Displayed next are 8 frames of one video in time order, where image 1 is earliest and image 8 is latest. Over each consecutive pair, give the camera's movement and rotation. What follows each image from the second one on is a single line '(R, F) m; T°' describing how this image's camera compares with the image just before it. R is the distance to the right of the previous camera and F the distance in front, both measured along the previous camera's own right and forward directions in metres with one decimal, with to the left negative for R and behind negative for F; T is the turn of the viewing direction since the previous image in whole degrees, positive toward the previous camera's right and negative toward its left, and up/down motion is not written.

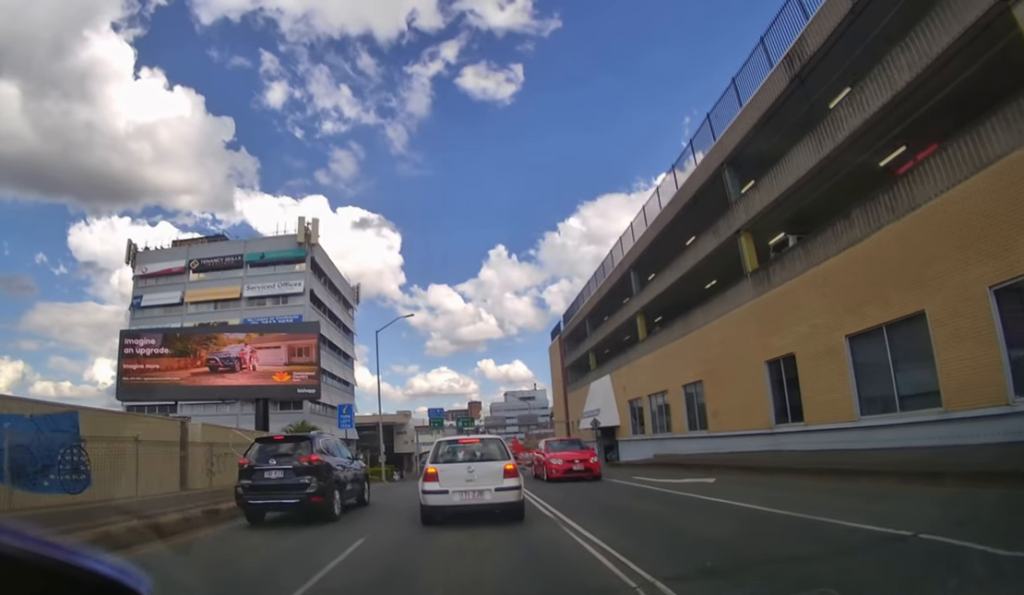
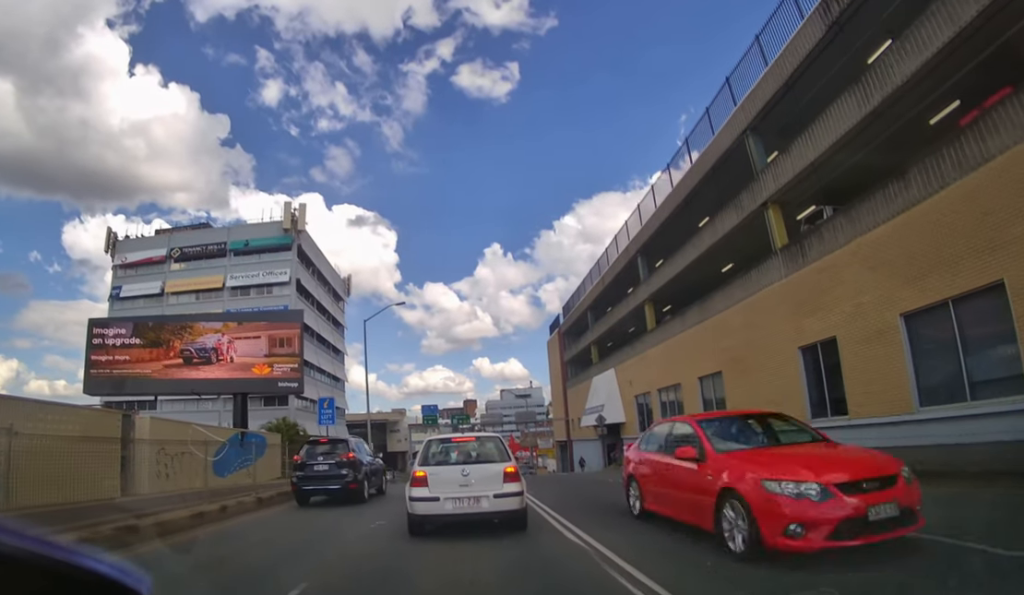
(0.0, +2.3) m; +1°
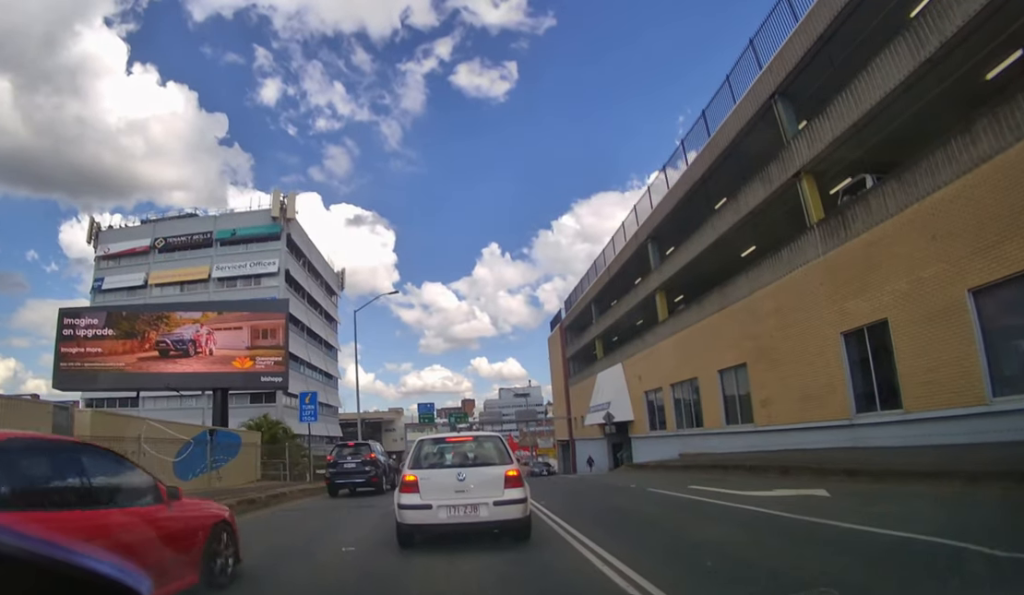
(+0.1, +2.6) m; +2°
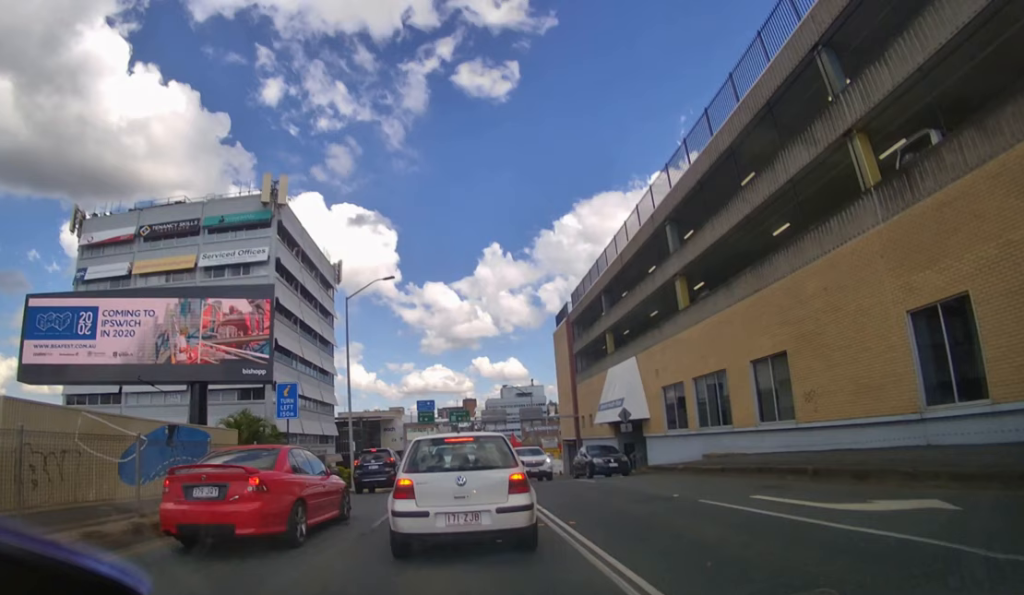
(0.0, +3.3) m; -2°
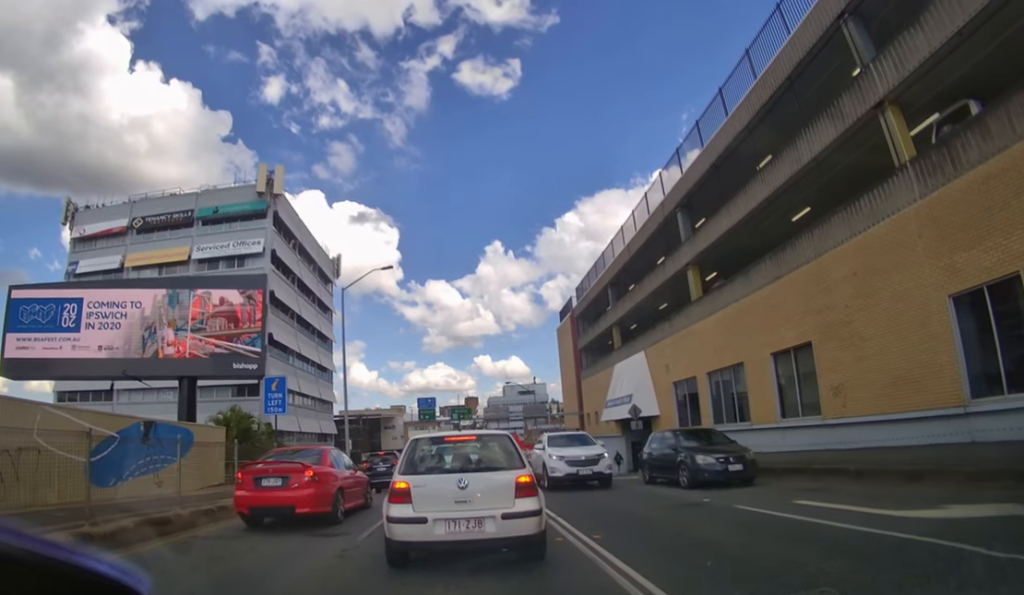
(0.0, +1.7) m; -2°
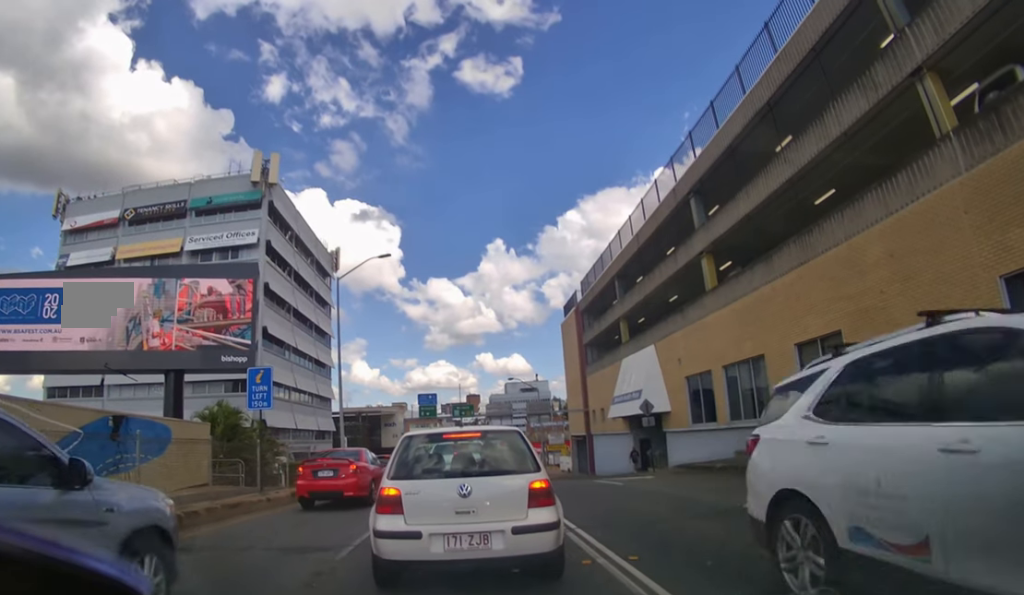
(-0.1, +1.3) m; 0°
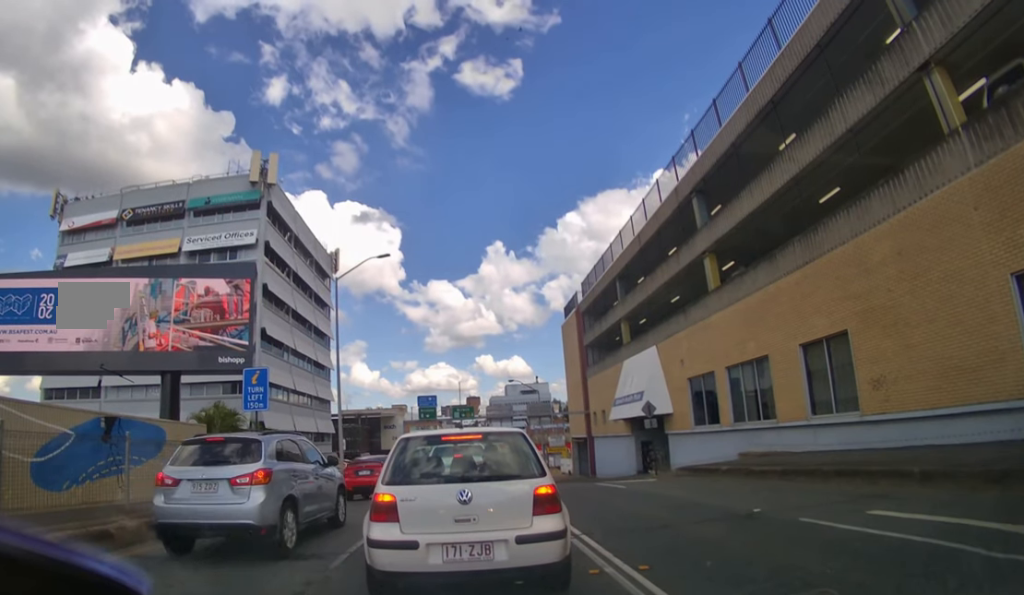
(0.0, +0.5) m; 0°
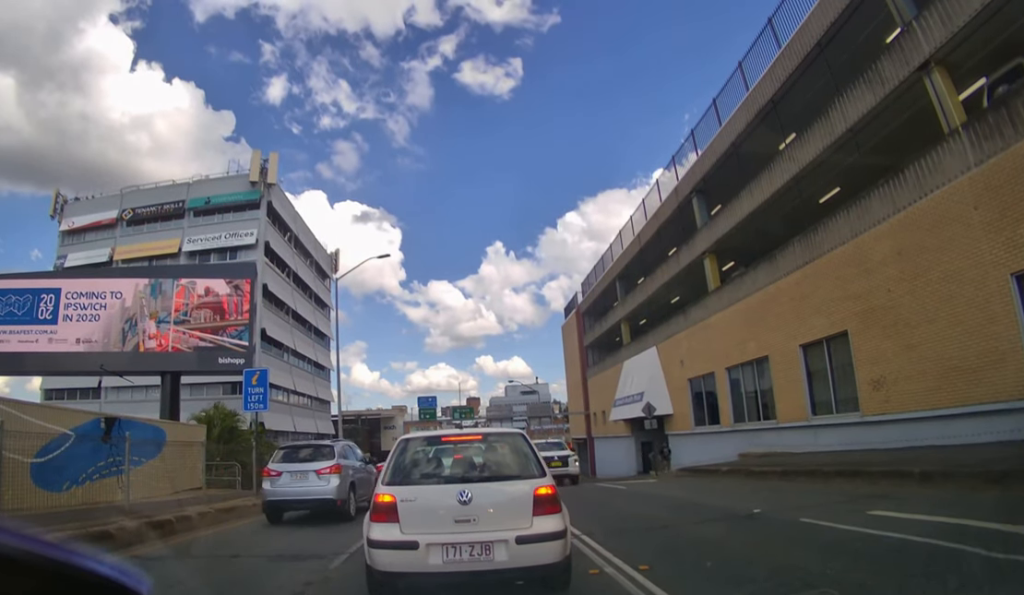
(0.0, 0.0) m; 0°
